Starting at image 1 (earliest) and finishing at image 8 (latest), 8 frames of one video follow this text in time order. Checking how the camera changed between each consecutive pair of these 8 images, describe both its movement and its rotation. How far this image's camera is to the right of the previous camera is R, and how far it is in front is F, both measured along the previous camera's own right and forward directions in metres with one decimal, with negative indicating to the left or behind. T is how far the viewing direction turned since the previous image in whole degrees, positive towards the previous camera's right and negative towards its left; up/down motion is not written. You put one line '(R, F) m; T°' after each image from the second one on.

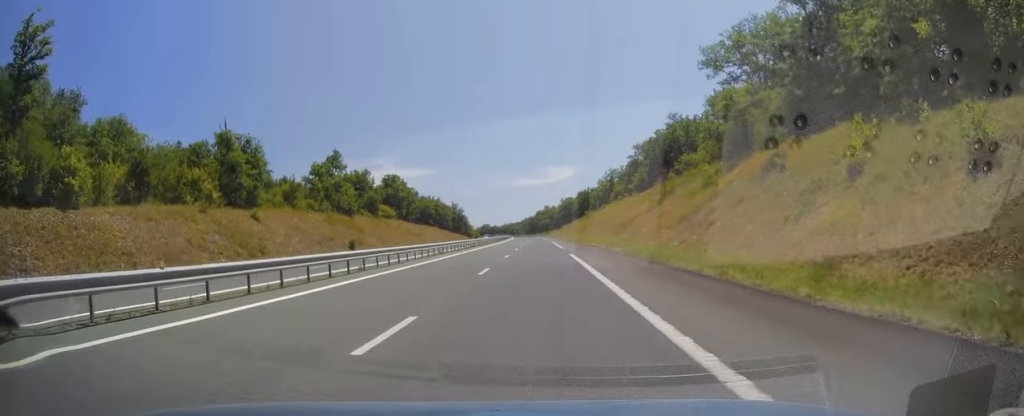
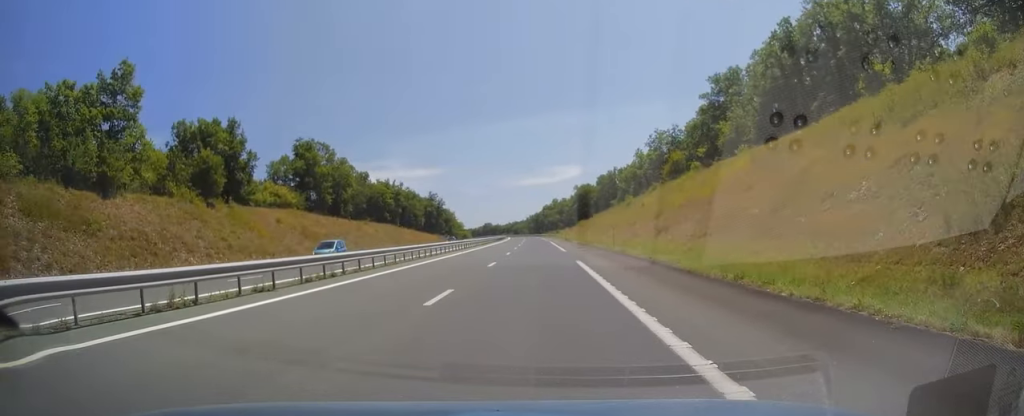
(0.0, +60.5) m; -1°
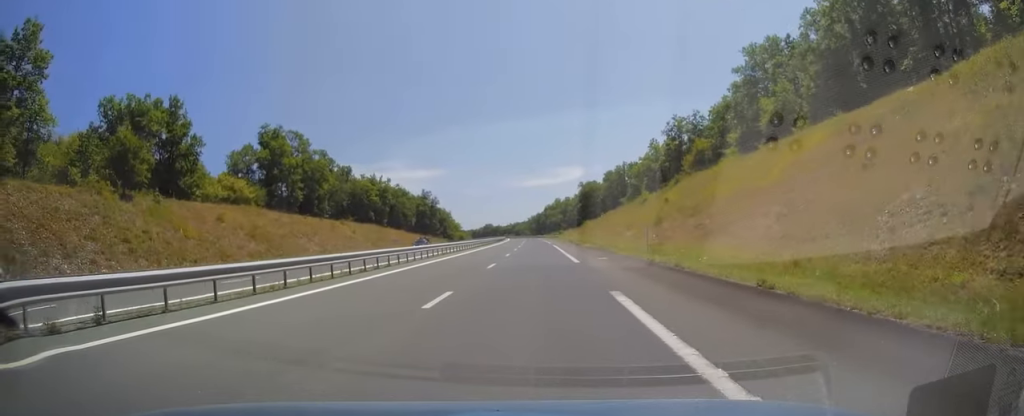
(0.0, +13.3) m; 0°
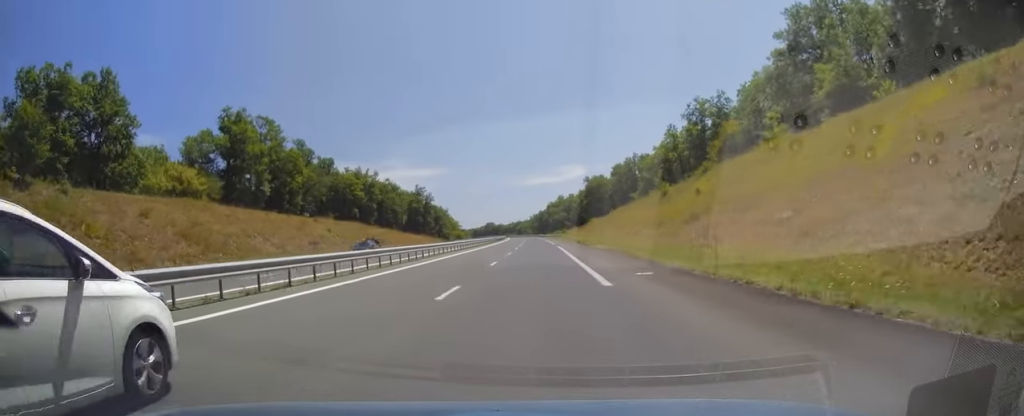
(0.0, +11.7) m; 0°
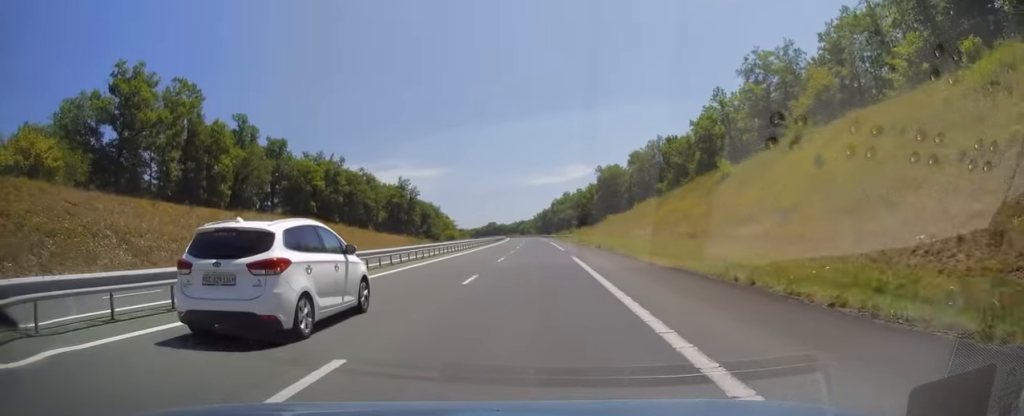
(0.0, +22.0) m; 0°
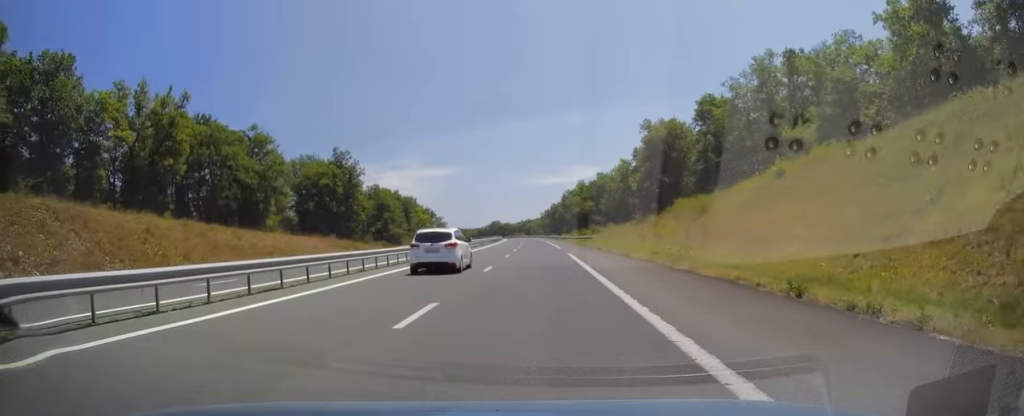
(-0.1, +46.5) m; -1°
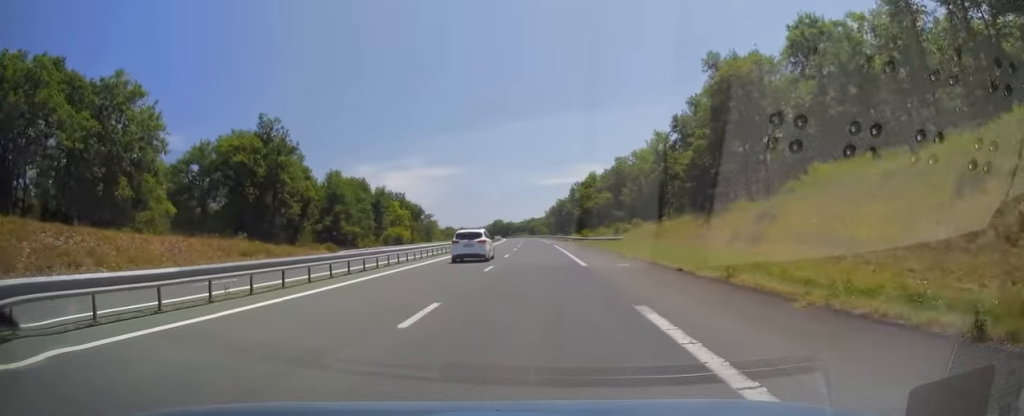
(-0.4, +25.9) m; -1°
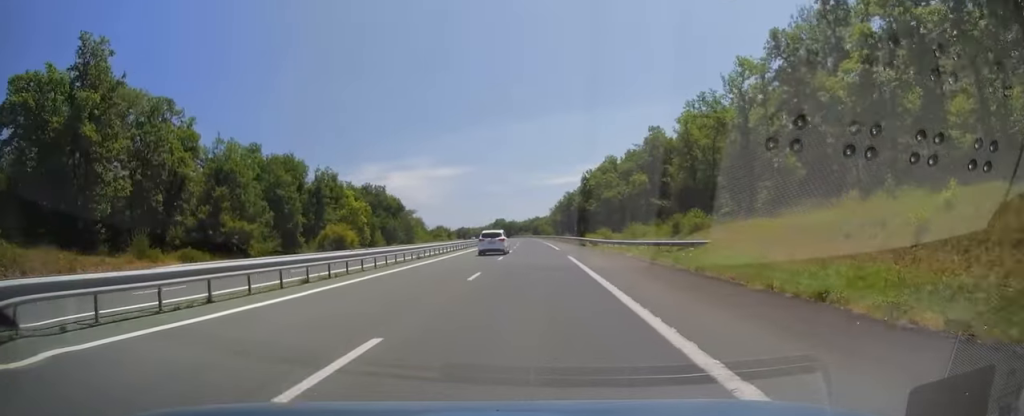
(0.0, +29.9) m; 0°
